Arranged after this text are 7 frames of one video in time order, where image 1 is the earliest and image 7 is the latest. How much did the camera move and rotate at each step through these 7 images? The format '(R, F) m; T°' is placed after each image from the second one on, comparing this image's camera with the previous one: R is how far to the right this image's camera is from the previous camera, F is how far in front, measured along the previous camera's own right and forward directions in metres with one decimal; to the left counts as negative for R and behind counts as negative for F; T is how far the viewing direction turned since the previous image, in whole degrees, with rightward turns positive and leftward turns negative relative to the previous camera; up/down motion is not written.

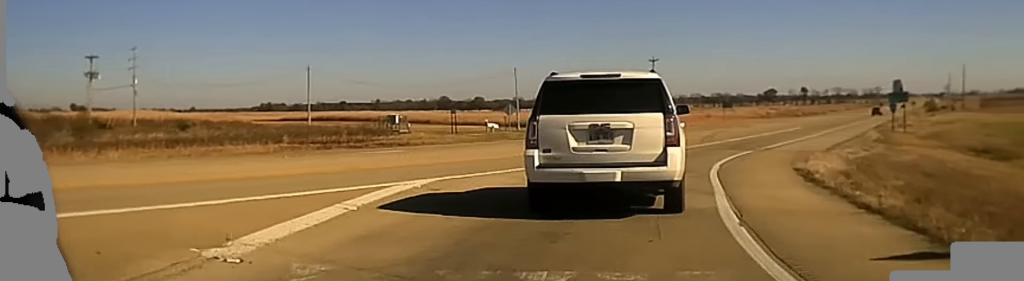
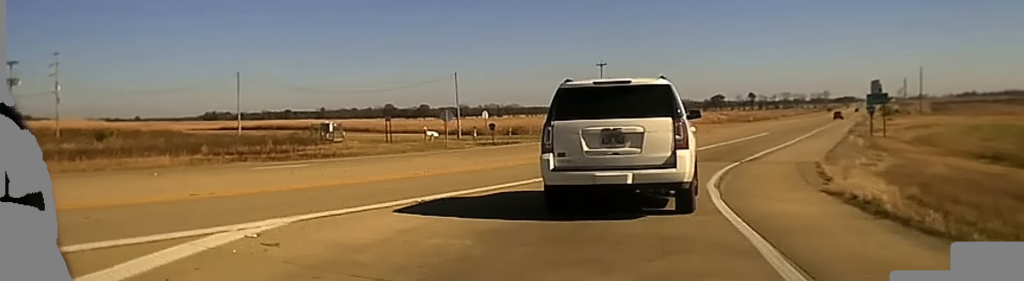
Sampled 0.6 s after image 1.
(+0.2, +6.5) m; +6°
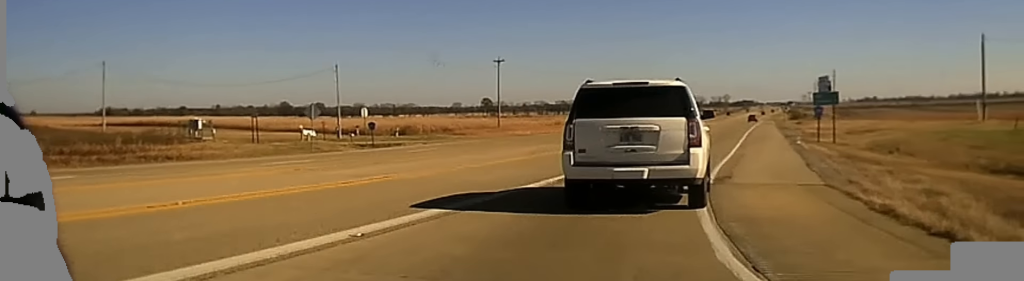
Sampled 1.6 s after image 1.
(+0.8, +9.1) m; +6°
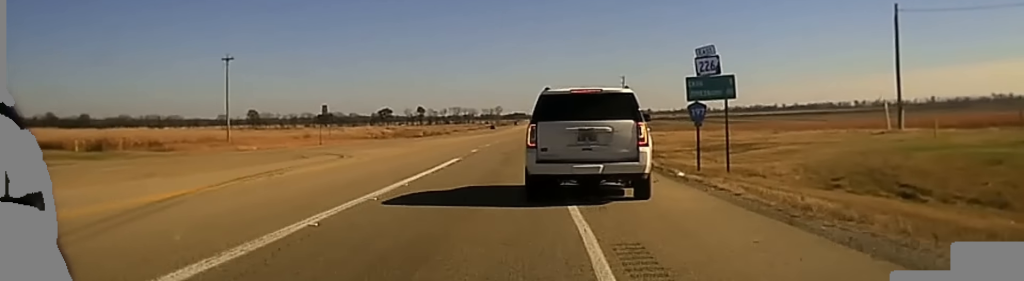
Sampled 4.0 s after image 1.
(+2.4, +25.6) m; +13°
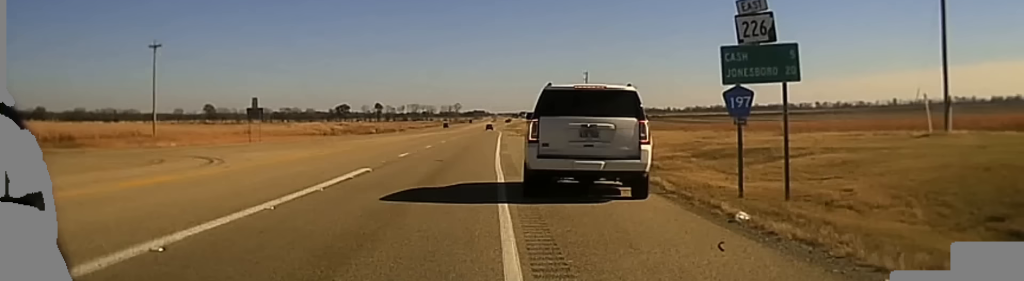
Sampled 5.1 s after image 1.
(+0.7, +11.3) m; +6°
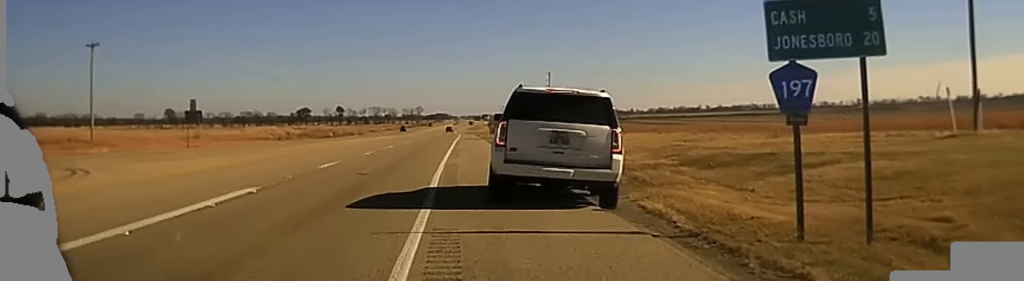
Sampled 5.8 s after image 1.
(+0.2, +6.4) m; +1°
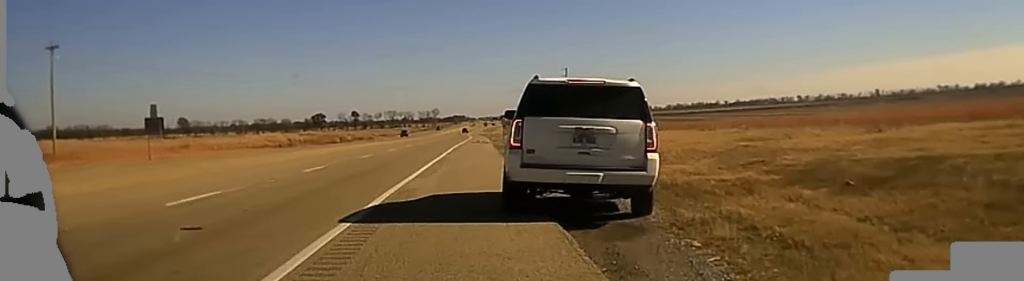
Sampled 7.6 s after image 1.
(-0.5, +13.3) m; -3°
